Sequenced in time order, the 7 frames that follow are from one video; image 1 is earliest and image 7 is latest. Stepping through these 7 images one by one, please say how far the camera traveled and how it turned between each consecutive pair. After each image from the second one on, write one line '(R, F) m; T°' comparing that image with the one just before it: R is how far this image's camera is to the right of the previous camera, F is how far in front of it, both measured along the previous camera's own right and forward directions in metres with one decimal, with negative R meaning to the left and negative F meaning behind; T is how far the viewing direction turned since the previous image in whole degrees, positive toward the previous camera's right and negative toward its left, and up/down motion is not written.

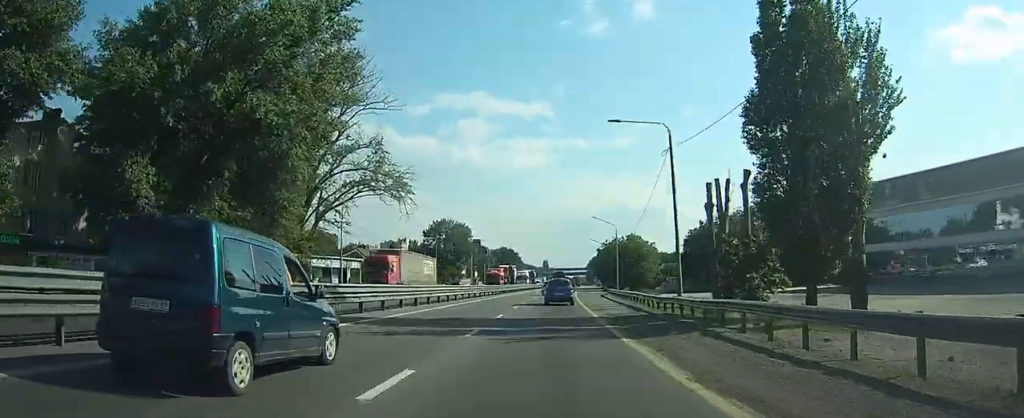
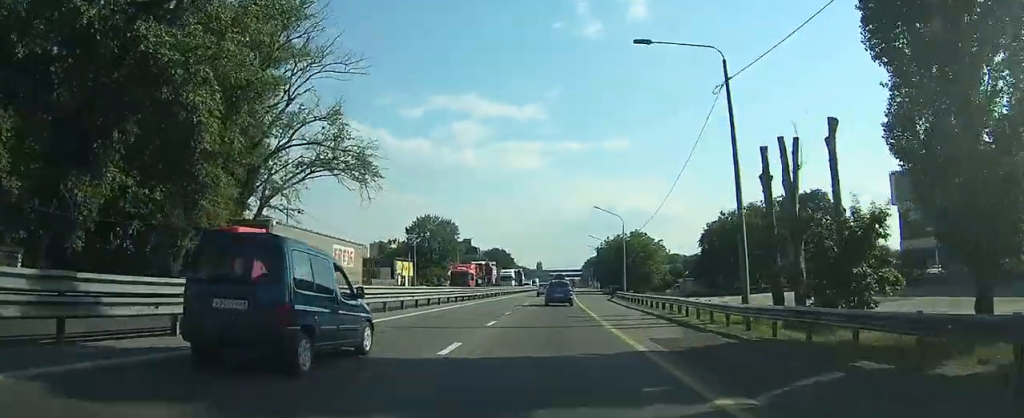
(+0.1, +11.3) m; +1°
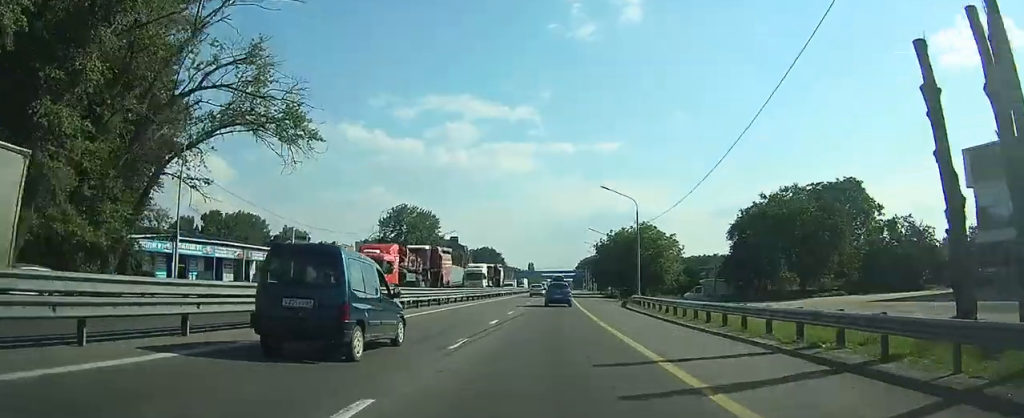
(+0.2, +13.7) m; +1°
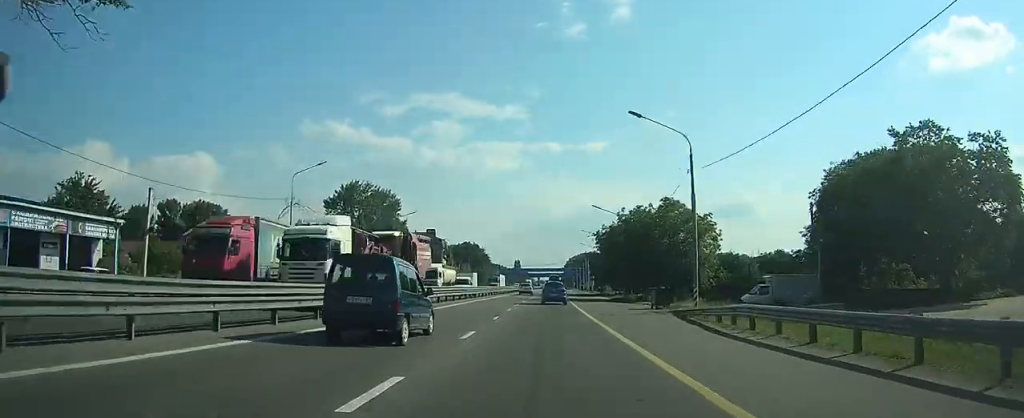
(+0.1, +21.1) m; 0°
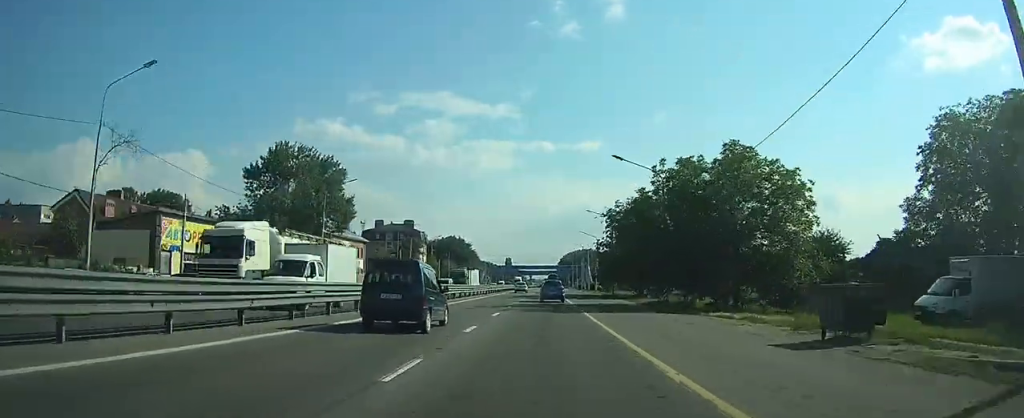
(0.0, +21.2) m; +3°
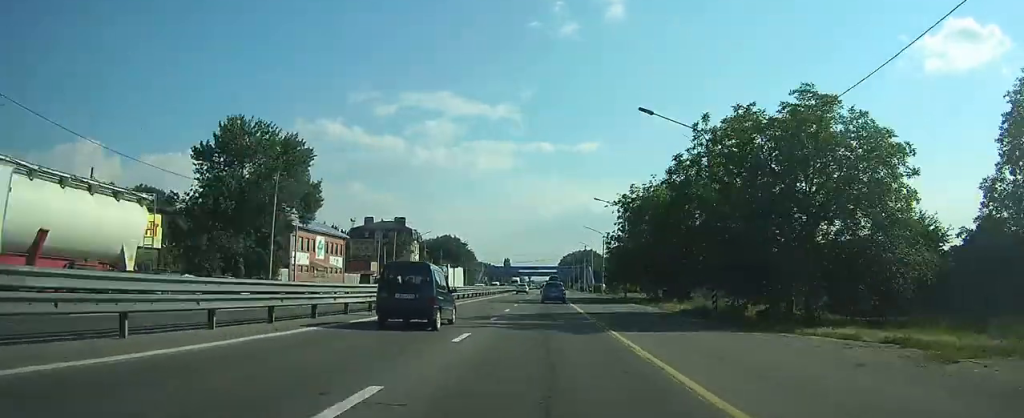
(-0.1, +9.9) m; +2°
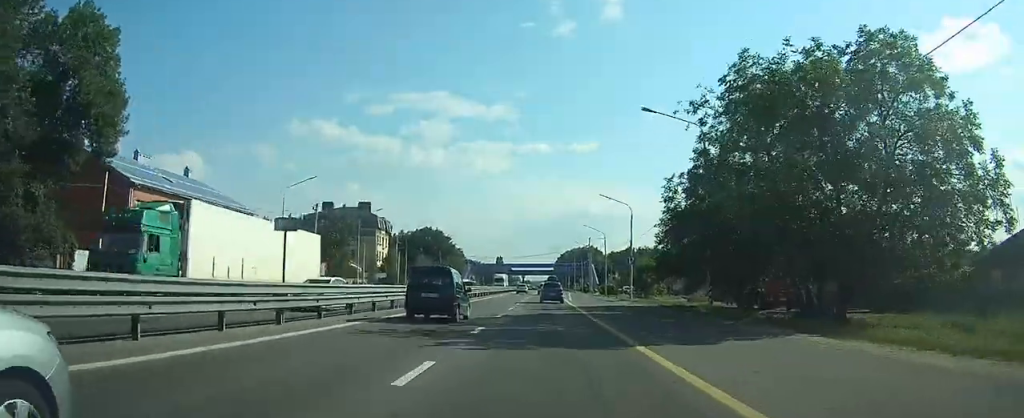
(+0.5, +29.2) m; -1°
